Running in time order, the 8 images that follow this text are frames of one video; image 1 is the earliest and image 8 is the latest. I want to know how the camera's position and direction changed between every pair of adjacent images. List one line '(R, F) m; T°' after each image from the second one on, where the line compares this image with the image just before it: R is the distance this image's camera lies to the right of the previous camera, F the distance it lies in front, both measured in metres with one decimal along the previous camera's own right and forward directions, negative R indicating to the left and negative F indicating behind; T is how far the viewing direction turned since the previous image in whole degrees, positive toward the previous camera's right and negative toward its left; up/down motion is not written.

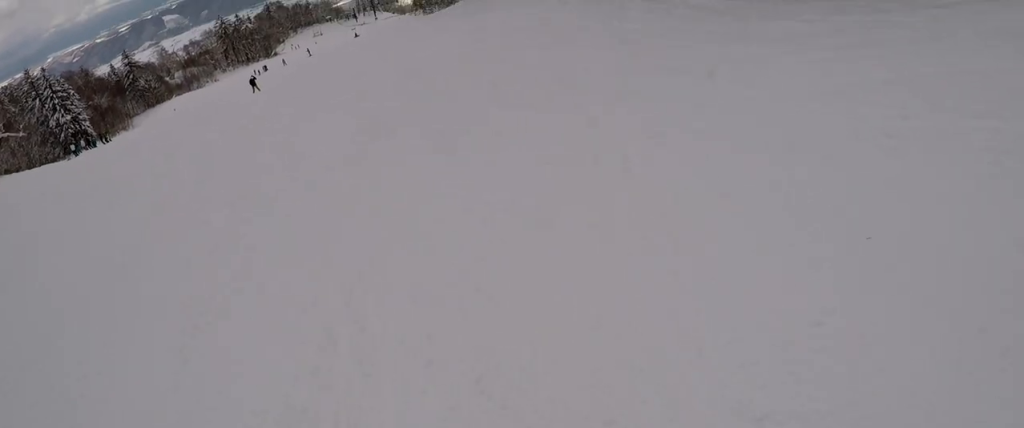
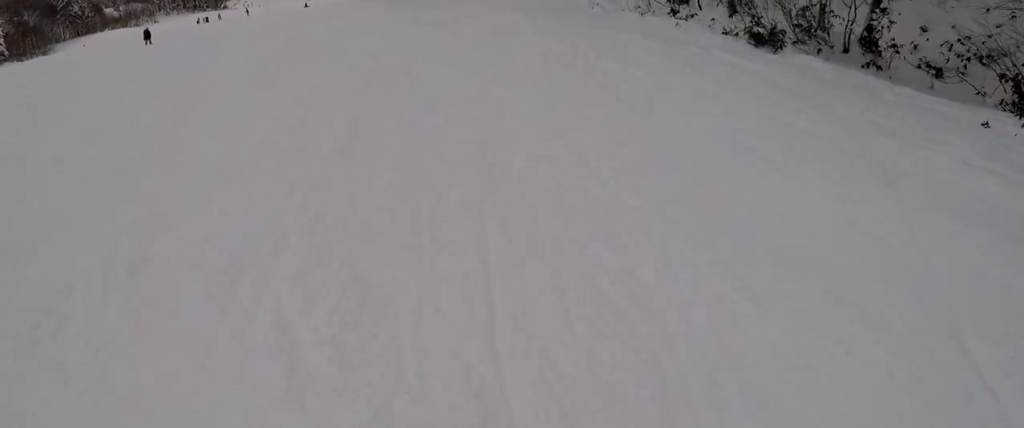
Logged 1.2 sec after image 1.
(+0.1, +8.4) m; -8°
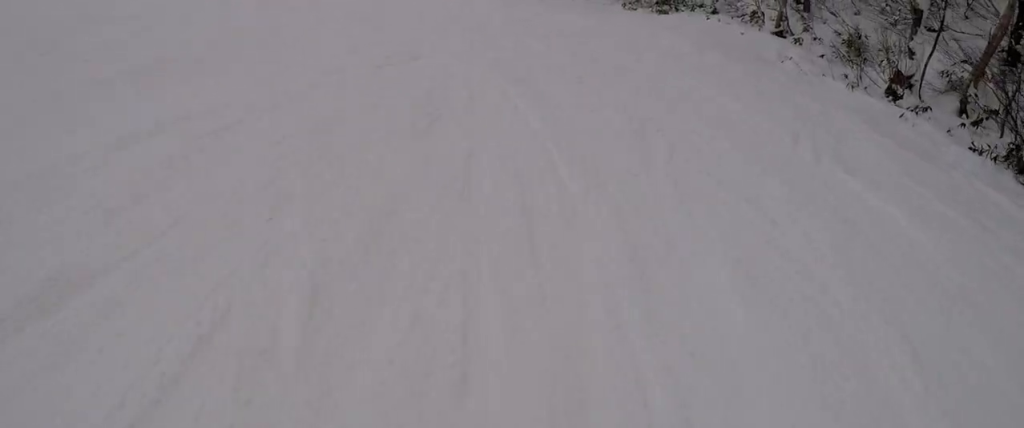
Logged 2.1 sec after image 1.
(-0.6, +6.1) m; -13°
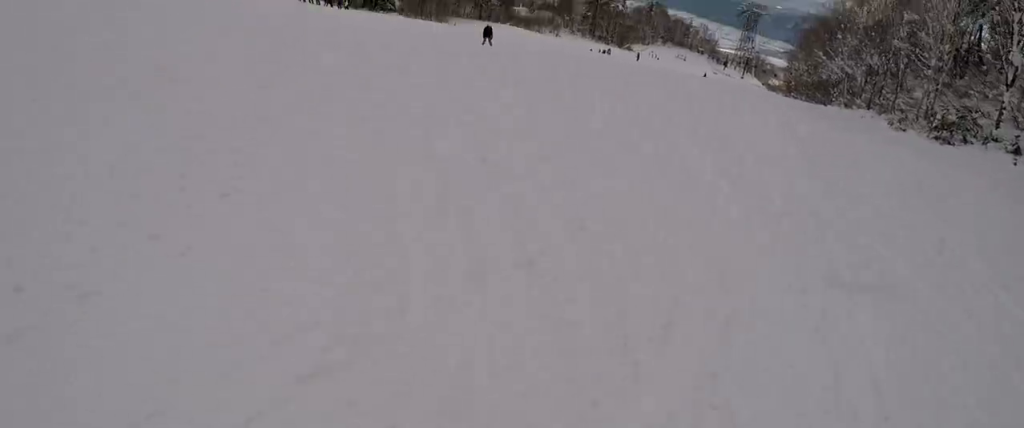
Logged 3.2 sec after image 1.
(-1.1, +7.8) m; -8°
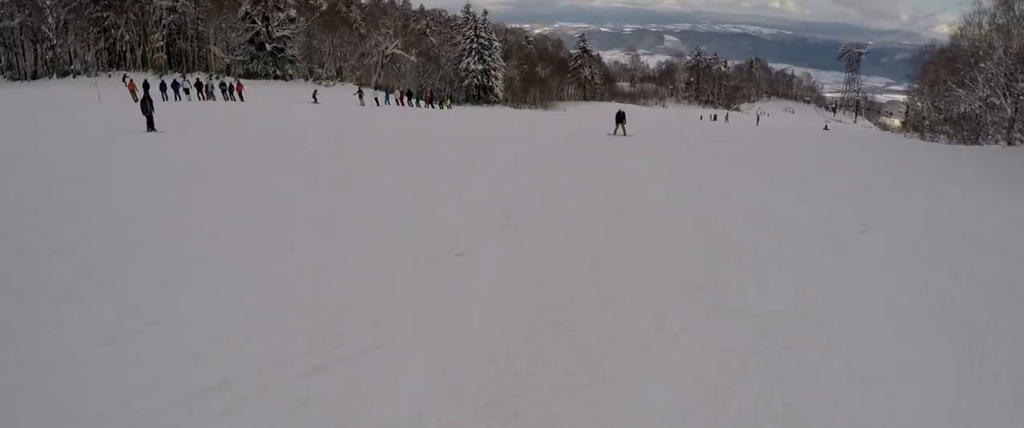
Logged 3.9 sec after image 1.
(0.0, +5.6) m; +2°
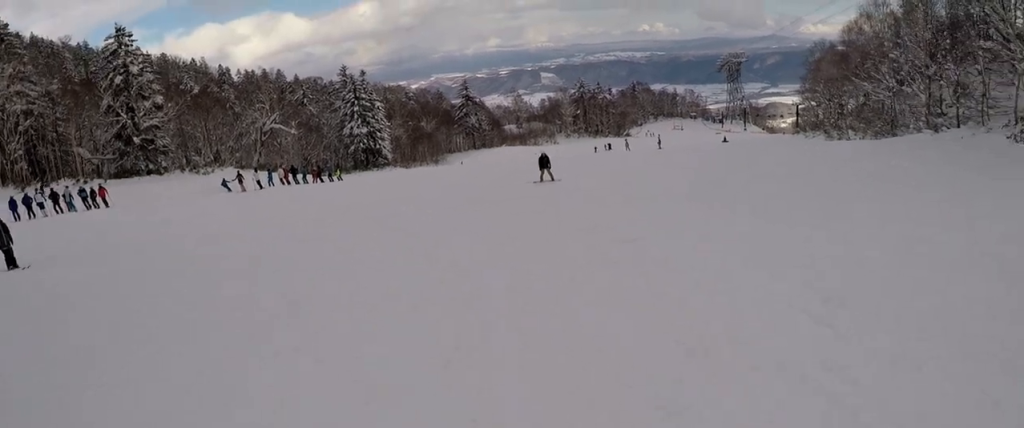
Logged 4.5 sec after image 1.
(-0.2, +4.2) m; +11°
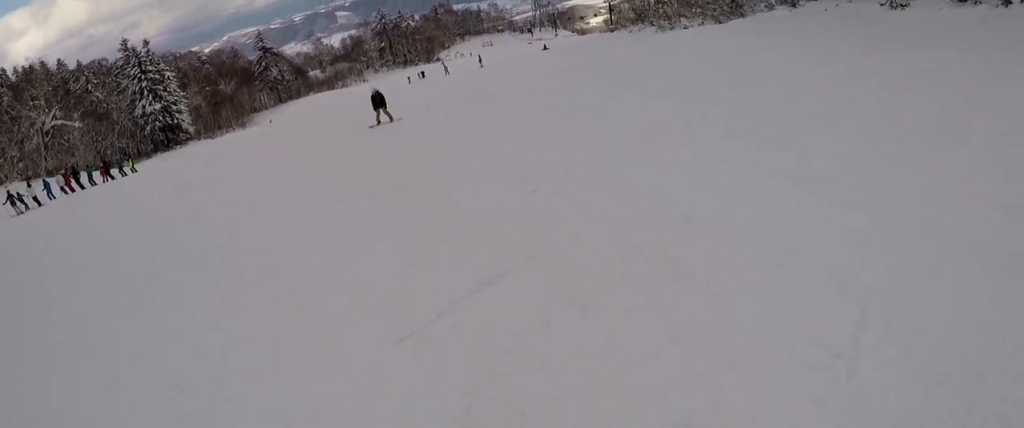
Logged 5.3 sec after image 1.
(+0.9, +4.9) m; +19°
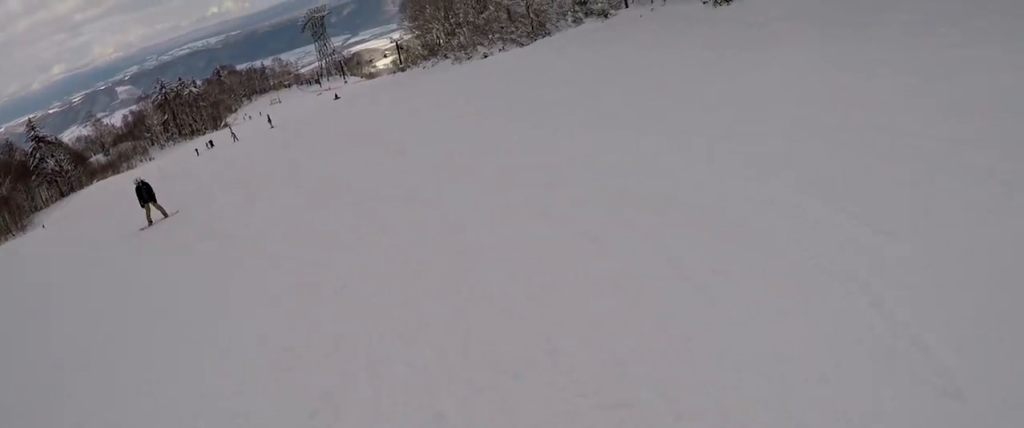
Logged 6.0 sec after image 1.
(+0.7, +4.3) m; +17°
